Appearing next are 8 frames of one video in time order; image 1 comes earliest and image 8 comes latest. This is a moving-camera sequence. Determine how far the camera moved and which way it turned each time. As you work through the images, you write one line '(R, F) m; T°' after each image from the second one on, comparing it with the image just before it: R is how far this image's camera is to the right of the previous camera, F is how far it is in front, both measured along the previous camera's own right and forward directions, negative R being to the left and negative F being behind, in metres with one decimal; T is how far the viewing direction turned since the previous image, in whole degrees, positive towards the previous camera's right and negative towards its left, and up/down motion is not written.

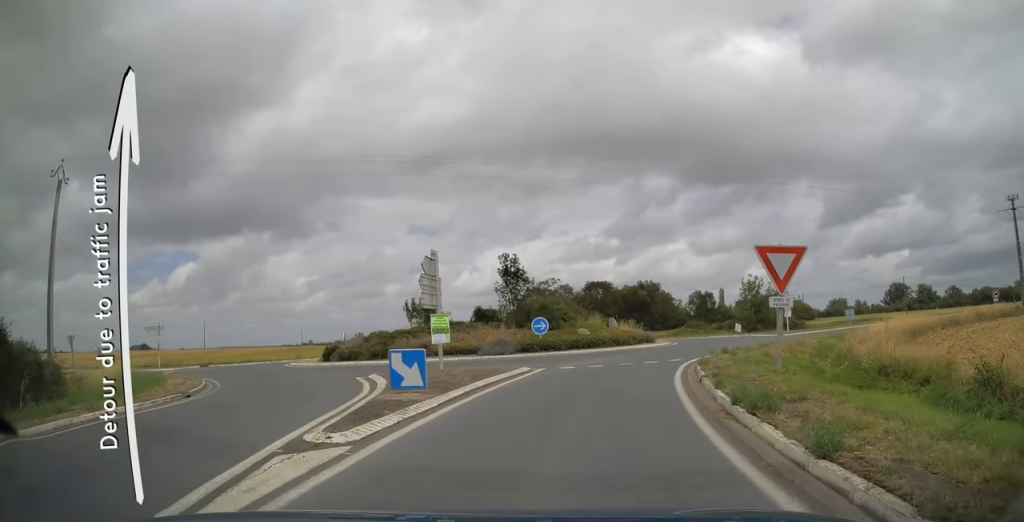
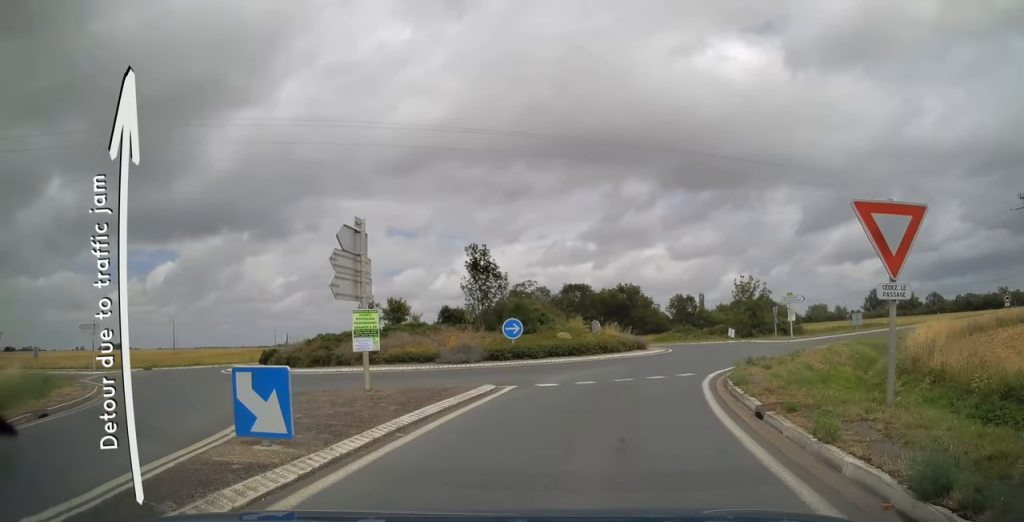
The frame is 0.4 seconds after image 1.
(0.0, +5.1) m; +3°
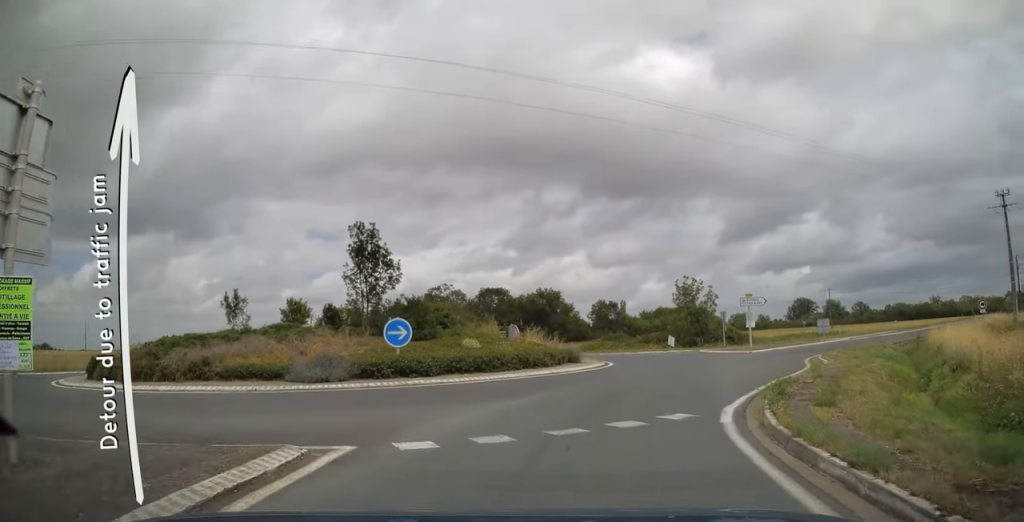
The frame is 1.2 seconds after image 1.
(+0.5, +7.3) m; +7°
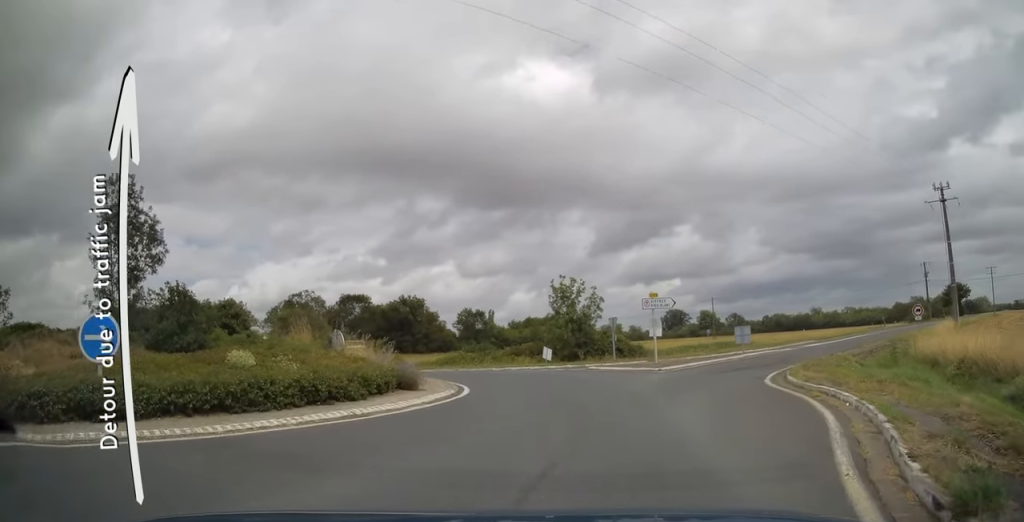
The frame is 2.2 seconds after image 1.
(+0.8, +8.5) m; +8°
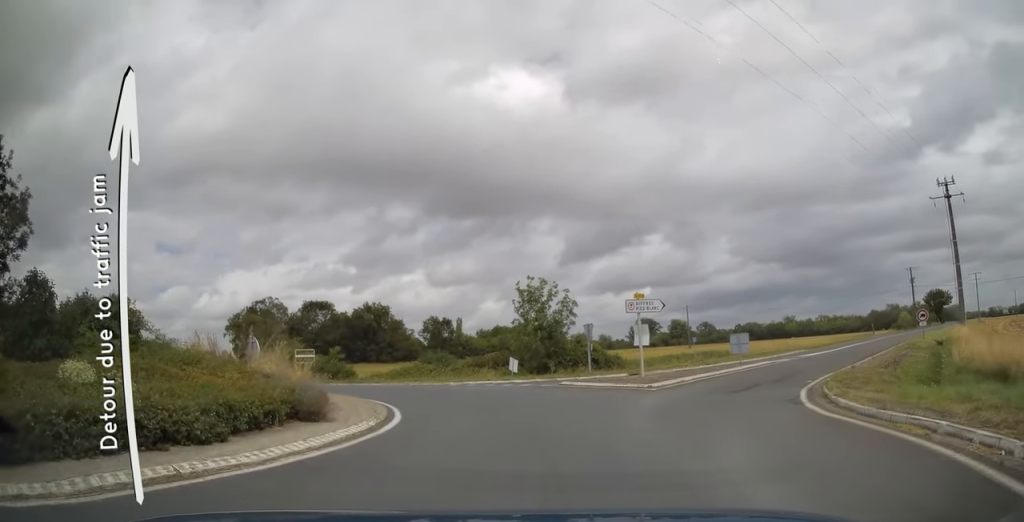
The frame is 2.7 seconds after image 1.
(+0.2, +4.5) m; +2°
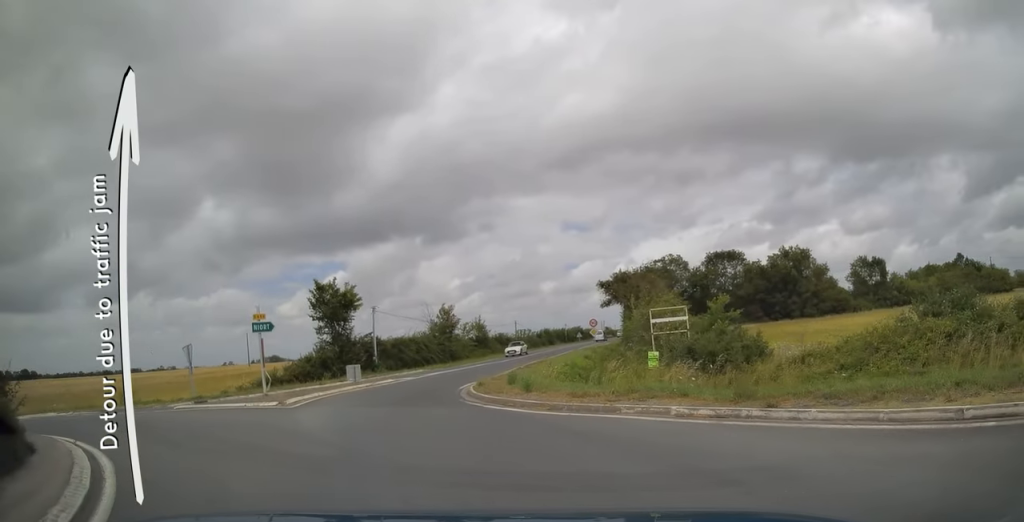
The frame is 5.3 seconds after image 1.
(-6.4, +20.1) m; -41°
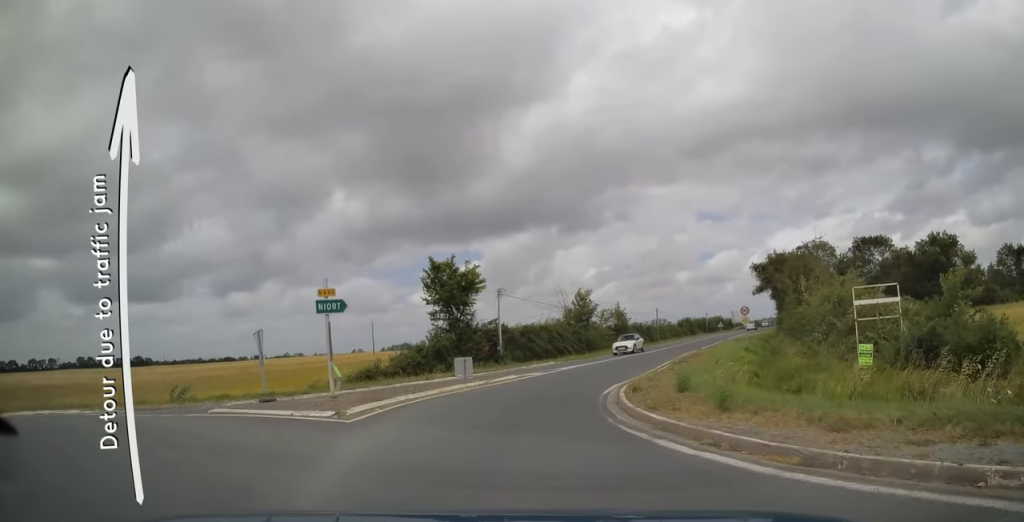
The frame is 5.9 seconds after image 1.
(-0.6, +6.1) m; -7°
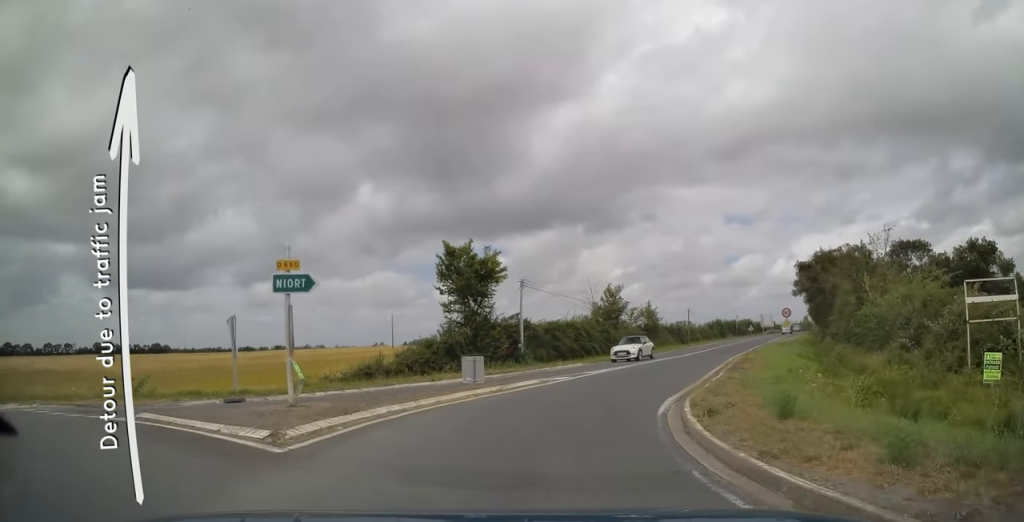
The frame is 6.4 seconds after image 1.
(-0.3, +4.3) m; -1°
